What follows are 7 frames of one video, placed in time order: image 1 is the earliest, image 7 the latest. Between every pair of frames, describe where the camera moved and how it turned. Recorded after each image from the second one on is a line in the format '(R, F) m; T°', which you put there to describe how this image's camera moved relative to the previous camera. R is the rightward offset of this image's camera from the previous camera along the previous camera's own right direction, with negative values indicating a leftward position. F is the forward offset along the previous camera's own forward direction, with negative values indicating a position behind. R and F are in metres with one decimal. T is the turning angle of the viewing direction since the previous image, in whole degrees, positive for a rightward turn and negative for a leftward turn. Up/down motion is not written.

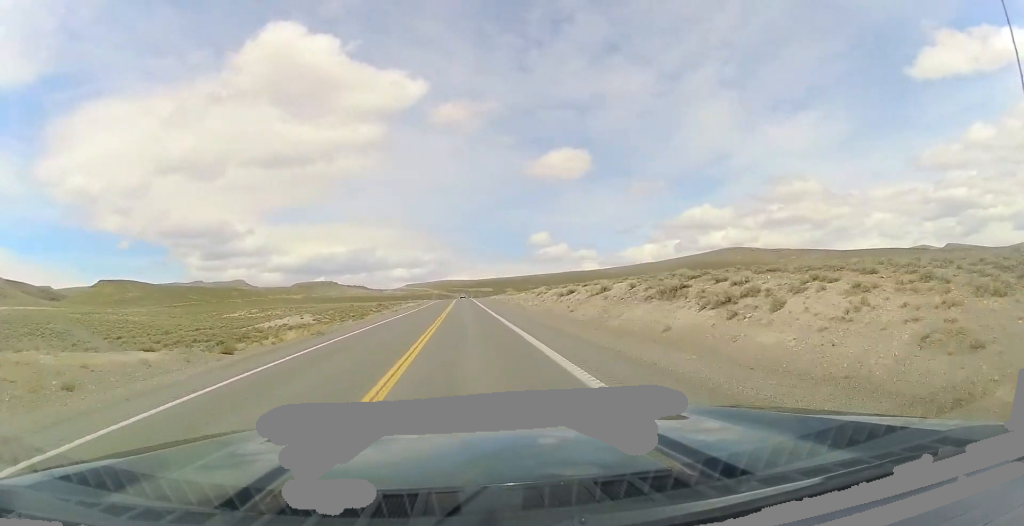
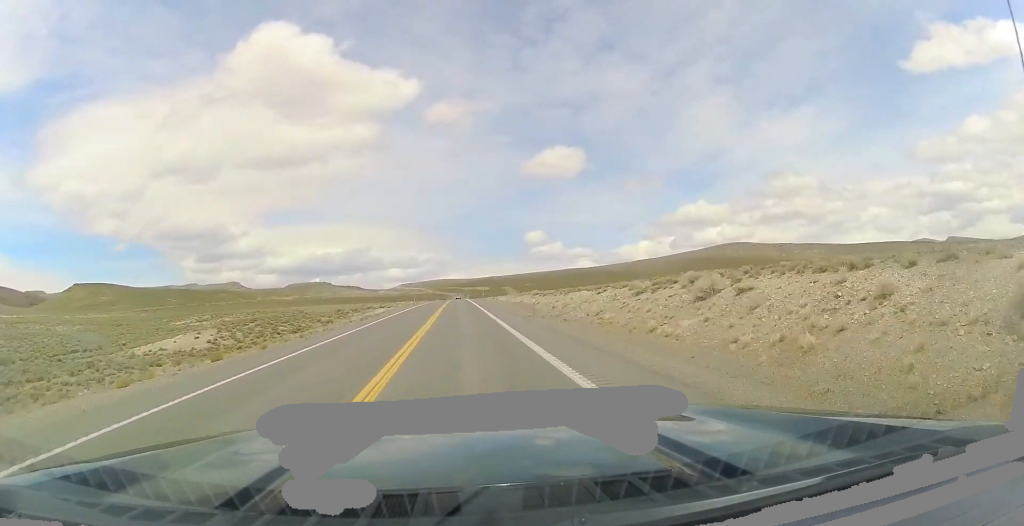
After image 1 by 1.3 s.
(+0.4, +41.5) m; +1°
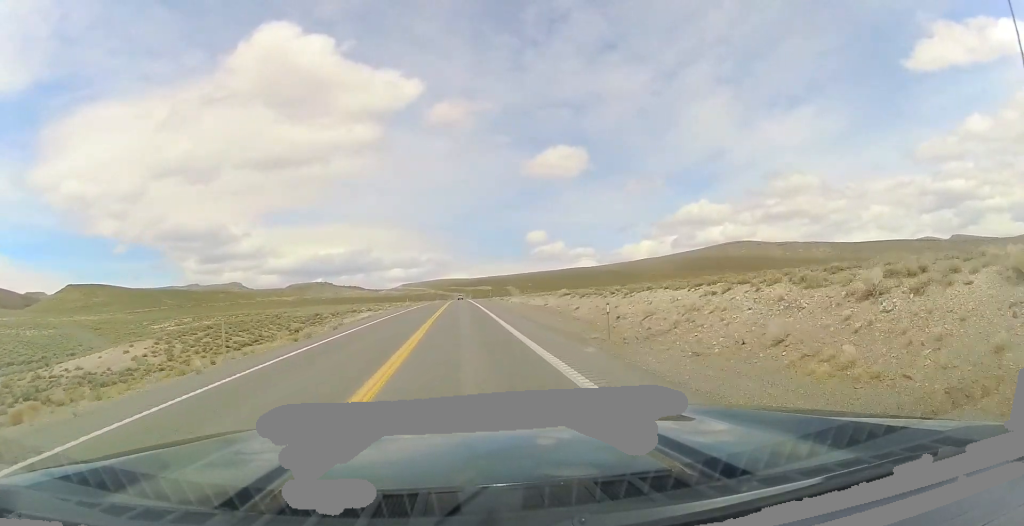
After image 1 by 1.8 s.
(0.0, +15.5) m; 0°
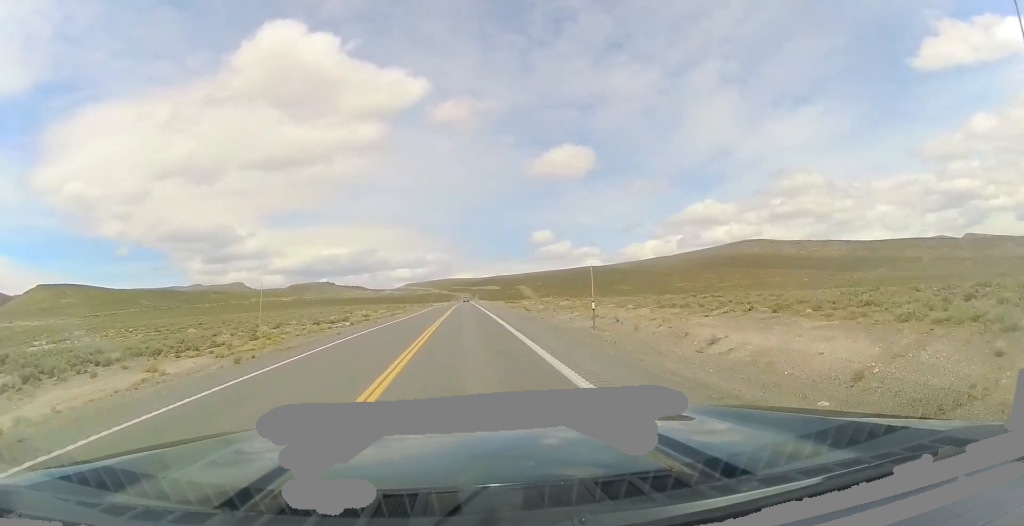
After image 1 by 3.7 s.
(-0.7, +58.7) m; 0°
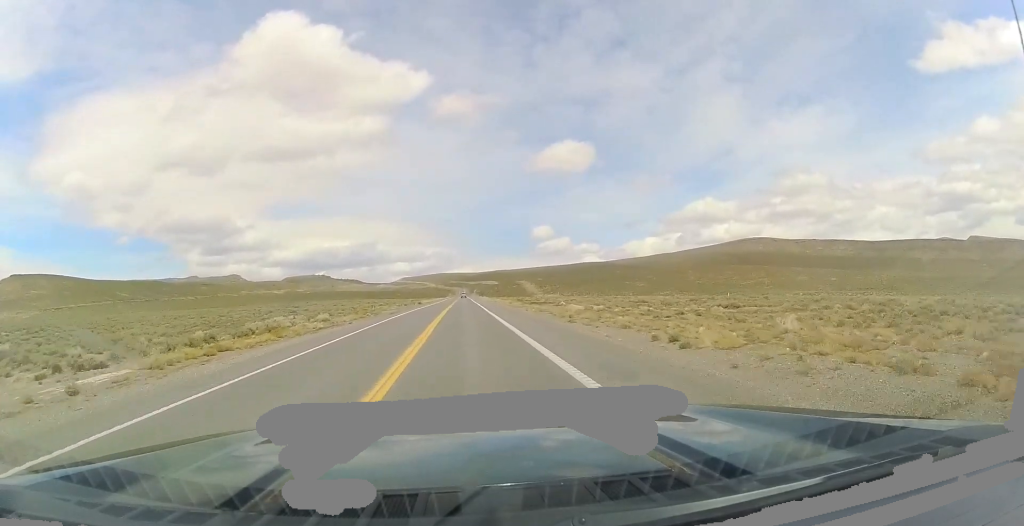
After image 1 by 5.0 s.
(+0.3, +38.2) m; +1°
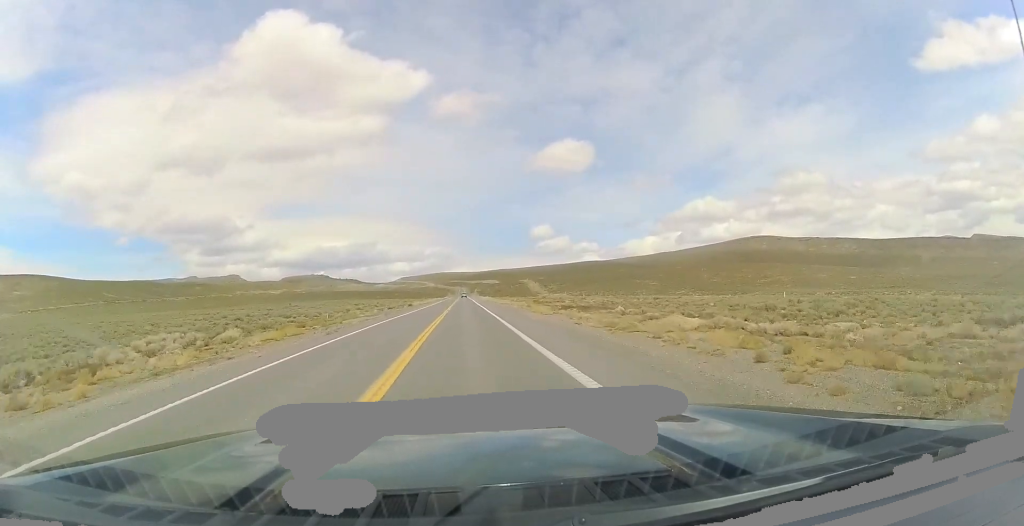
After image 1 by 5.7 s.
(+0.2, +22.7) m; 0°
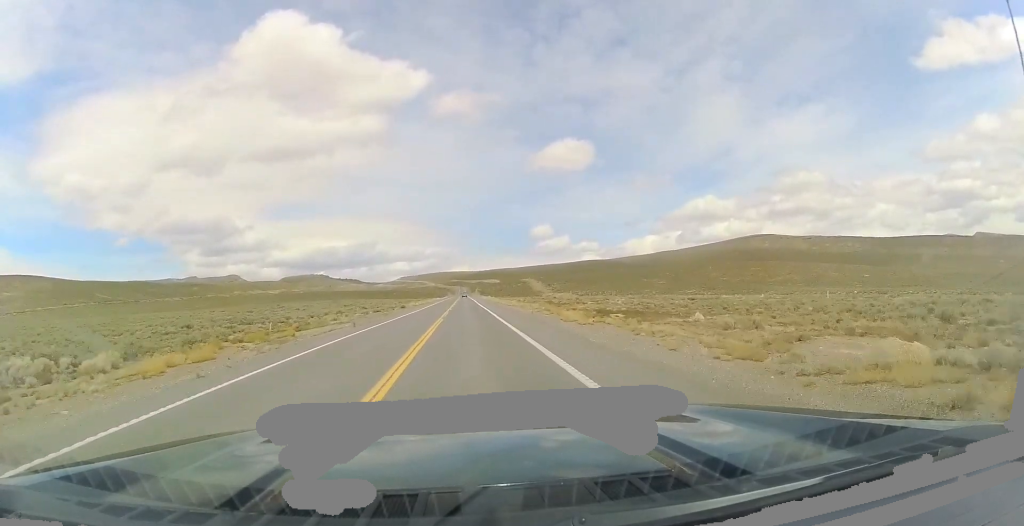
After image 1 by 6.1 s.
(+0.2, +13.4) m; 0°
